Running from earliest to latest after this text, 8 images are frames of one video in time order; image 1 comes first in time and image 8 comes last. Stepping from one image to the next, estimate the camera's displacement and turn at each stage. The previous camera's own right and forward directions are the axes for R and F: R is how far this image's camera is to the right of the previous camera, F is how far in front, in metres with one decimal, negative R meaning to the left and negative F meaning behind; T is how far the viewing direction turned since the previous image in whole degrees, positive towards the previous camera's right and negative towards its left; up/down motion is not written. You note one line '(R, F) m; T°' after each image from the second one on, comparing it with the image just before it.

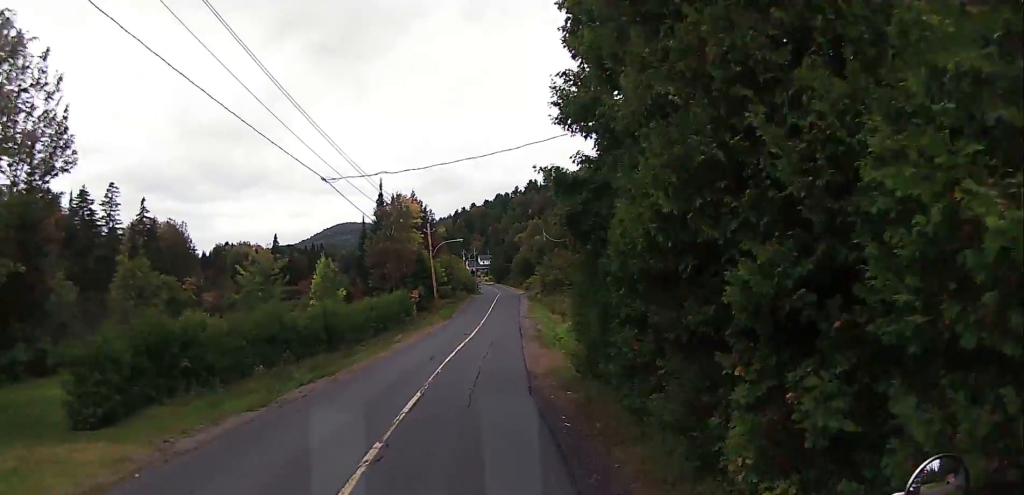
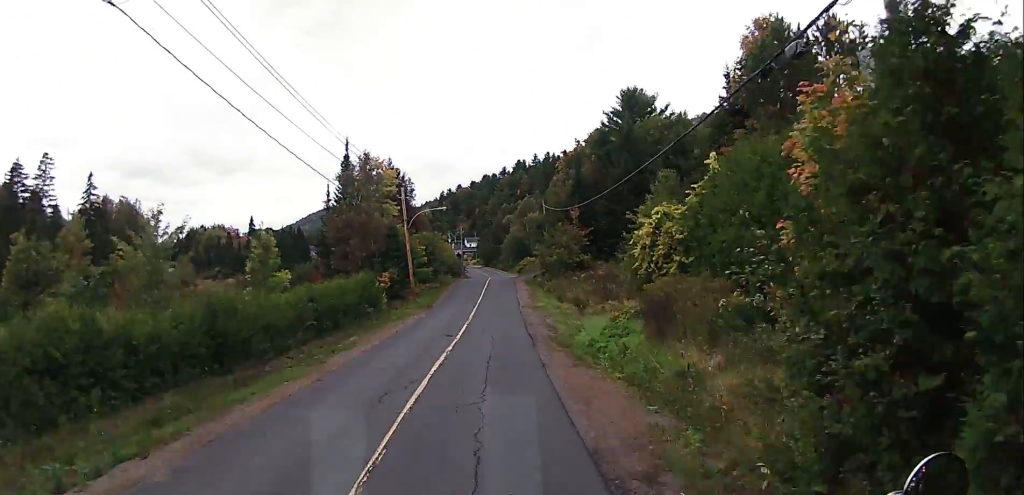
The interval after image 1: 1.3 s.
(0.0, +14.0) m; 0°
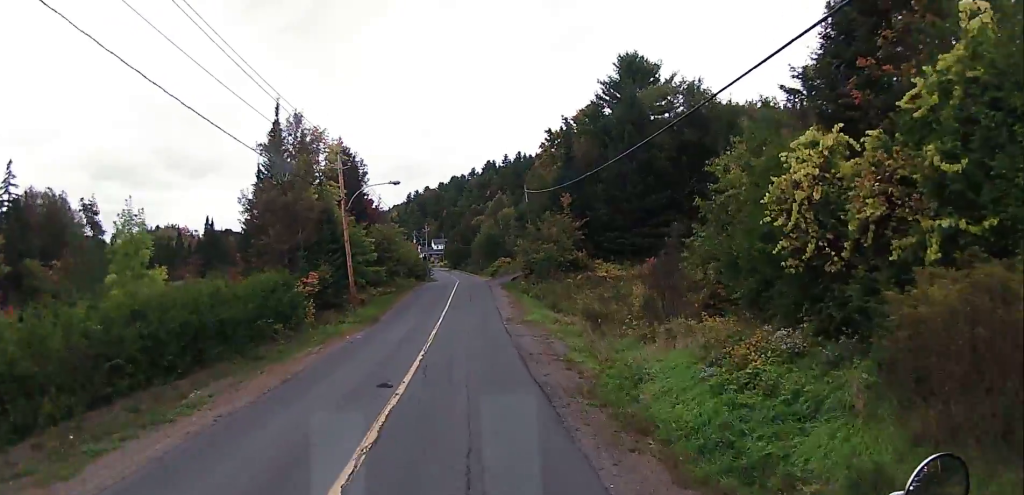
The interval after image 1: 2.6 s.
(+0.1, +13.8) m; +1°
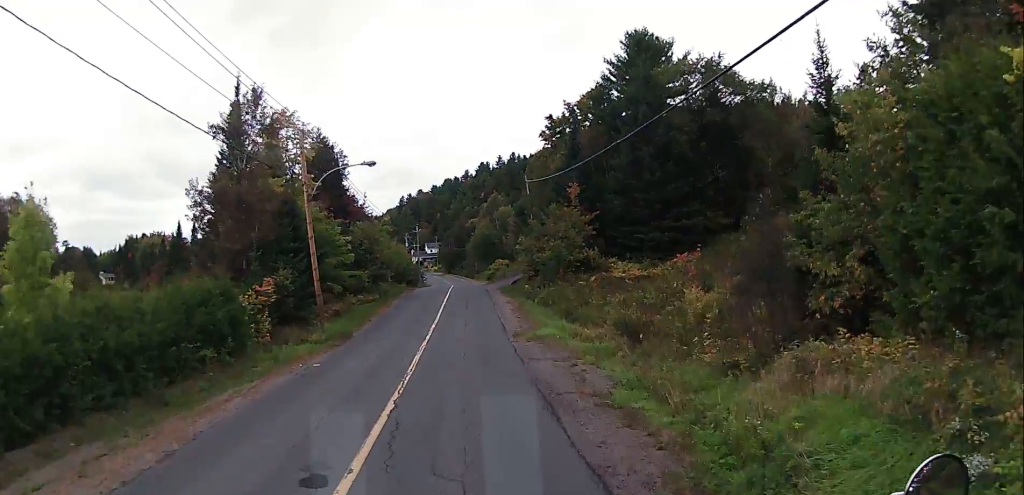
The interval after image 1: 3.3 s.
(0.0, +6.9) m; 0°
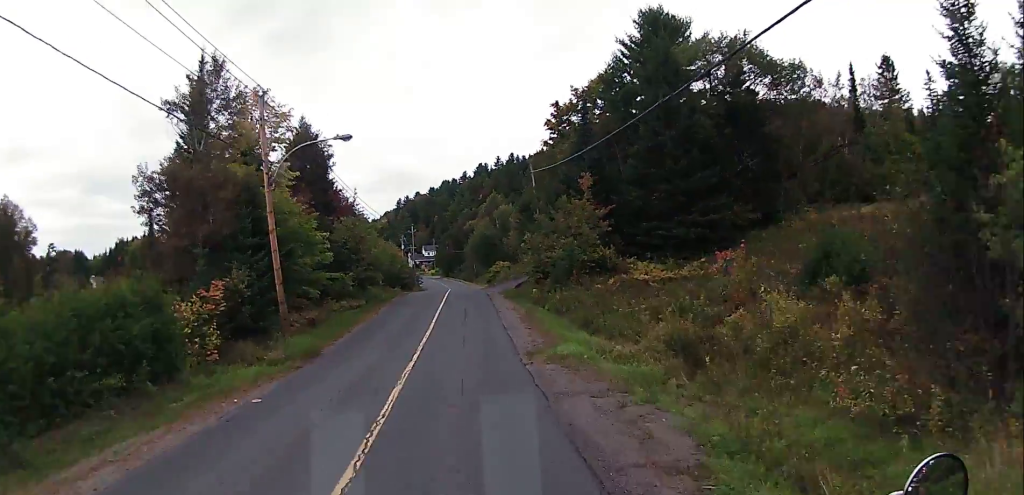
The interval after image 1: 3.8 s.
(0.0, +5.6) m; 0°
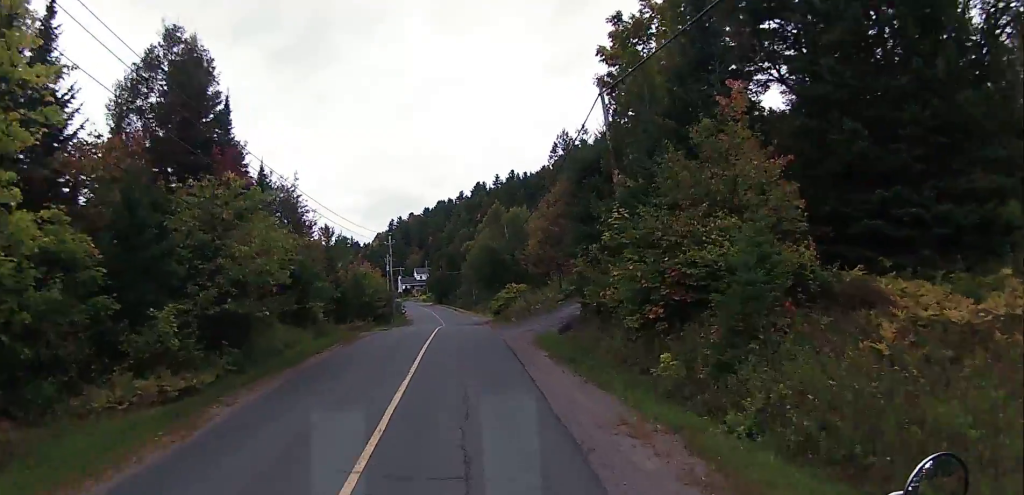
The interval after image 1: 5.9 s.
(+0.1, +24.8) m; +1°
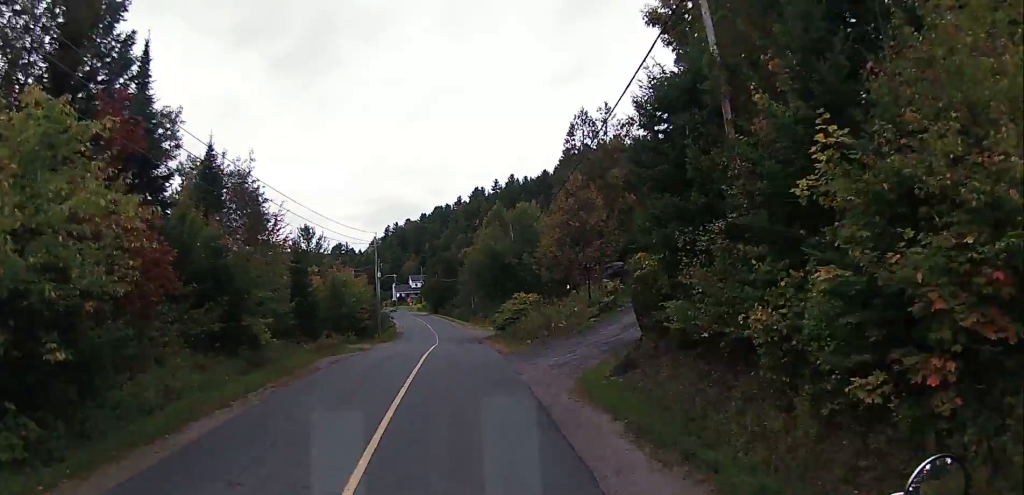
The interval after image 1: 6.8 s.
(+0.2, +10.1) m; 0°
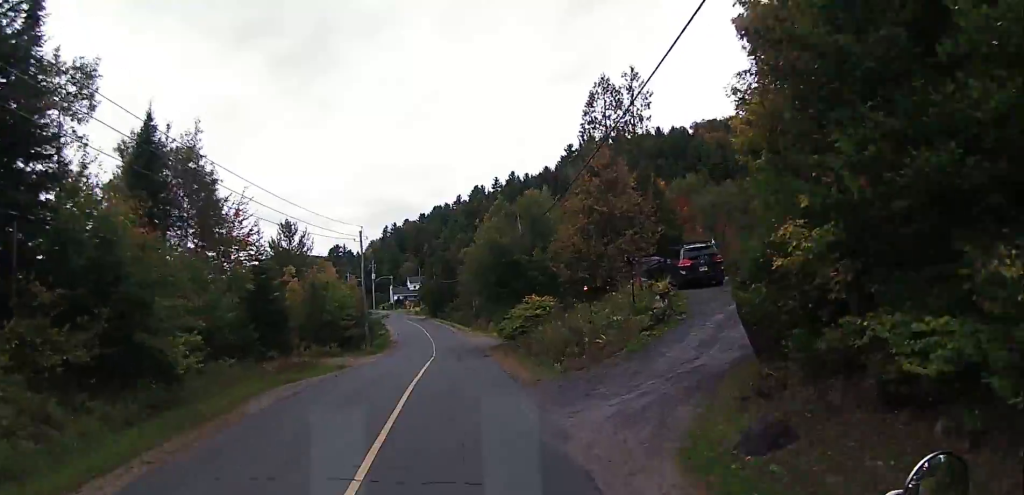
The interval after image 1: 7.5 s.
(0.0, +8.2) m; -1°
